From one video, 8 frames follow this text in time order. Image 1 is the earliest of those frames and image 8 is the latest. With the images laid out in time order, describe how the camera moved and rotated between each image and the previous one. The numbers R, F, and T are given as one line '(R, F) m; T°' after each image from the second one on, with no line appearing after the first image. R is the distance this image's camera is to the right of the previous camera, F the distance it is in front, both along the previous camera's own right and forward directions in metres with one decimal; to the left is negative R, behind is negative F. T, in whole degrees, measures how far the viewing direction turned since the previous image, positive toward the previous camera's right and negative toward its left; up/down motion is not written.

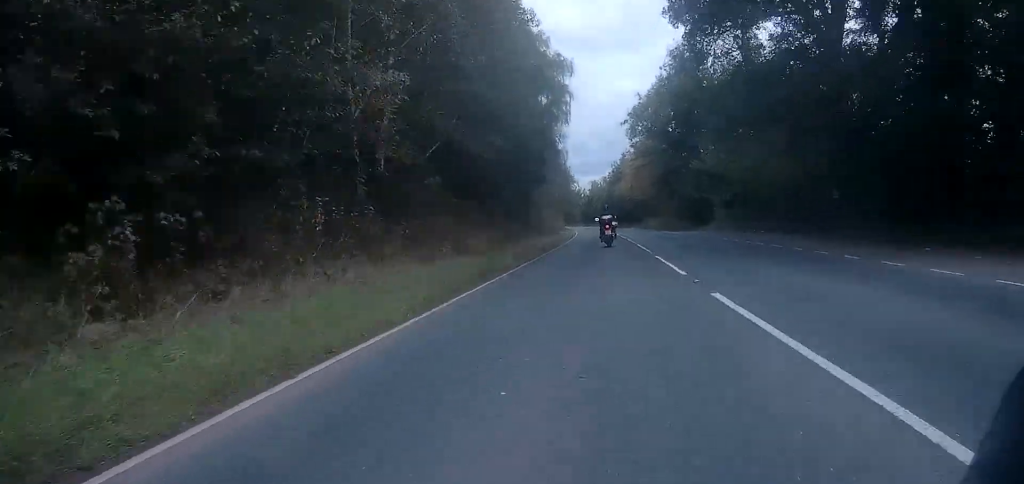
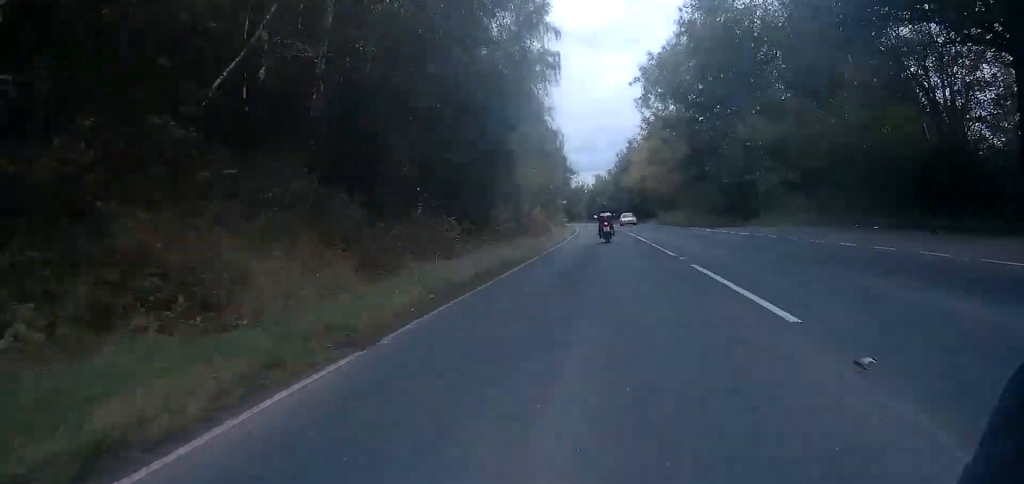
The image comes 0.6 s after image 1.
(-0.1, +14.6) m; -1°
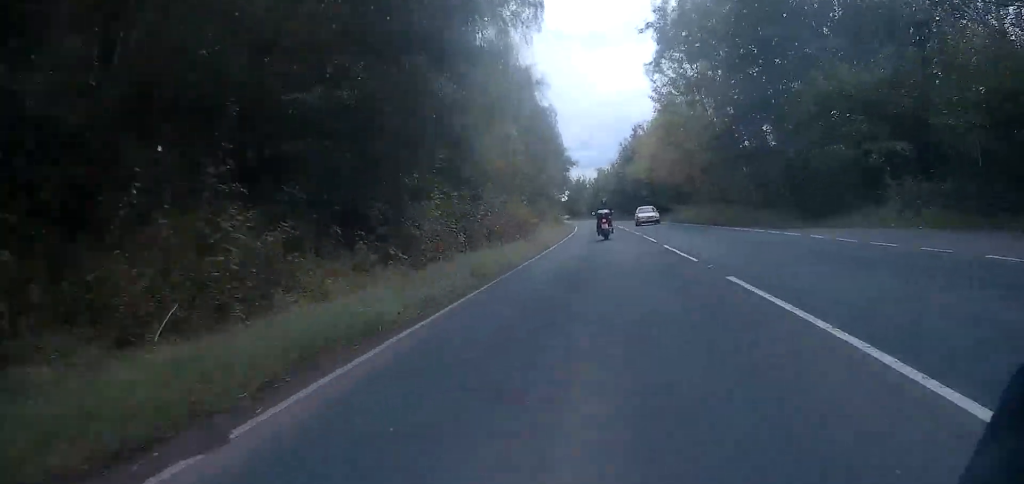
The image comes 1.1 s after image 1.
(-0.1, +11.6) m; -1°
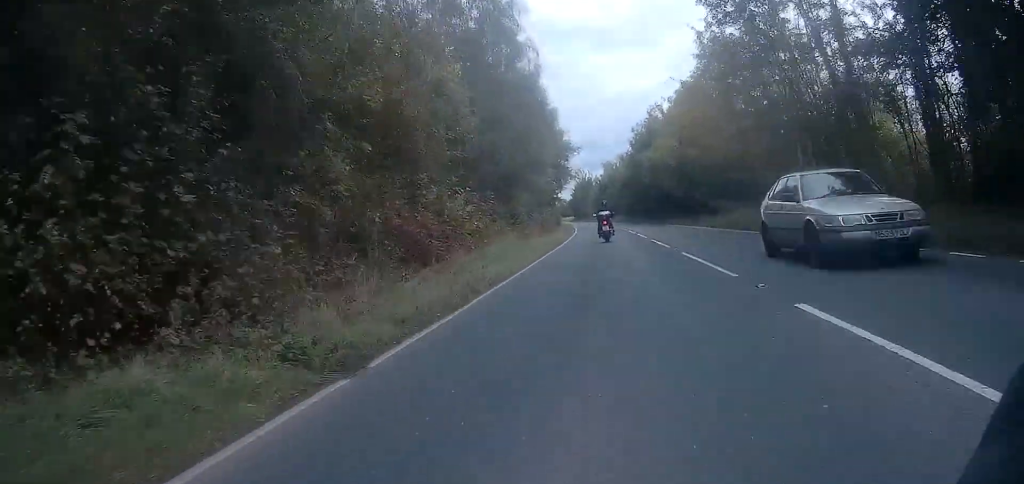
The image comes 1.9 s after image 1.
(-0.2, +20.1) m; -1°
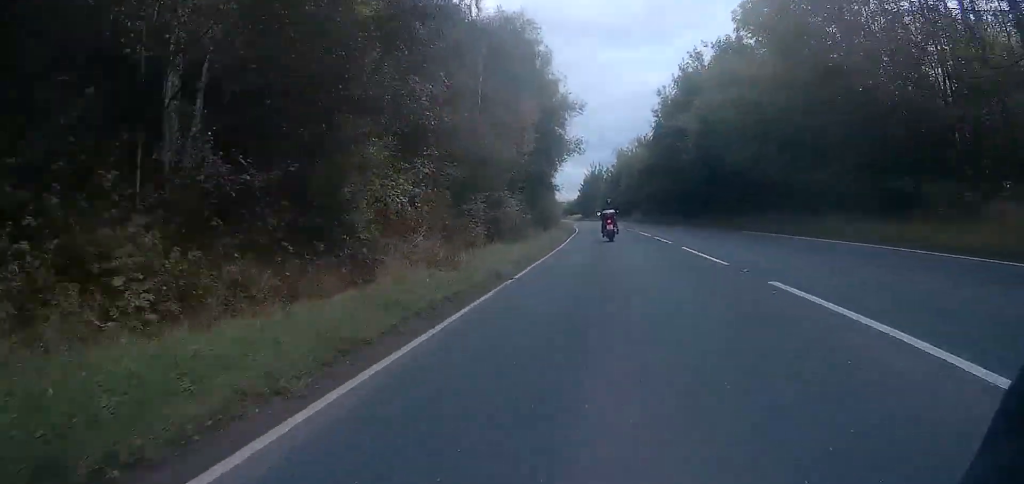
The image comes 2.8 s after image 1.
(-0.4, +24.5) m; -1°
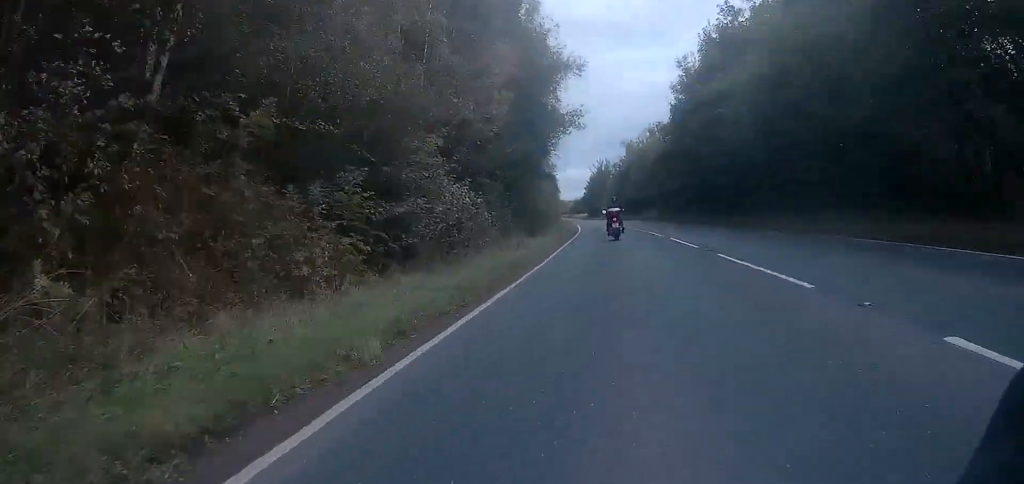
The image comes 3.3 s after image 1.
(-0.1, +12.8) m; 0°
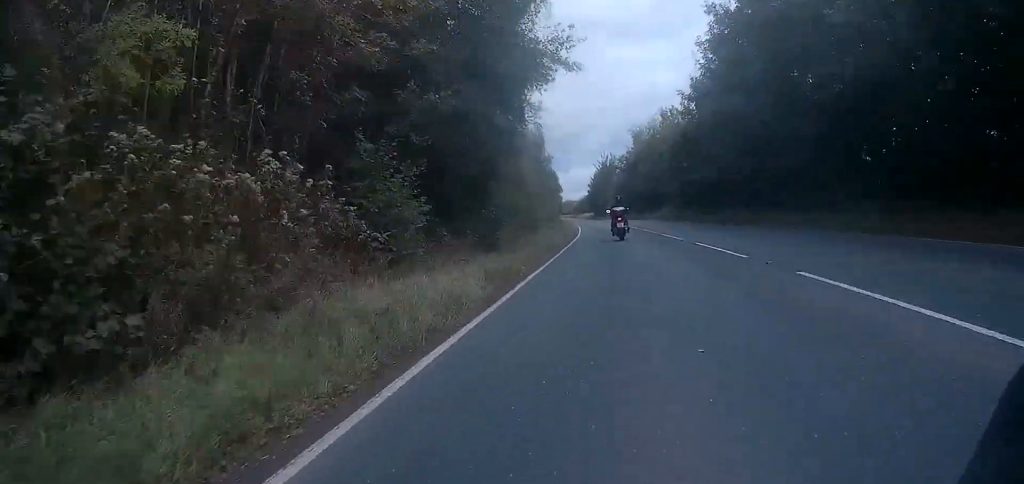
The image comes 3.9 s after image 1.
(0.0, +14.5) m; 0°
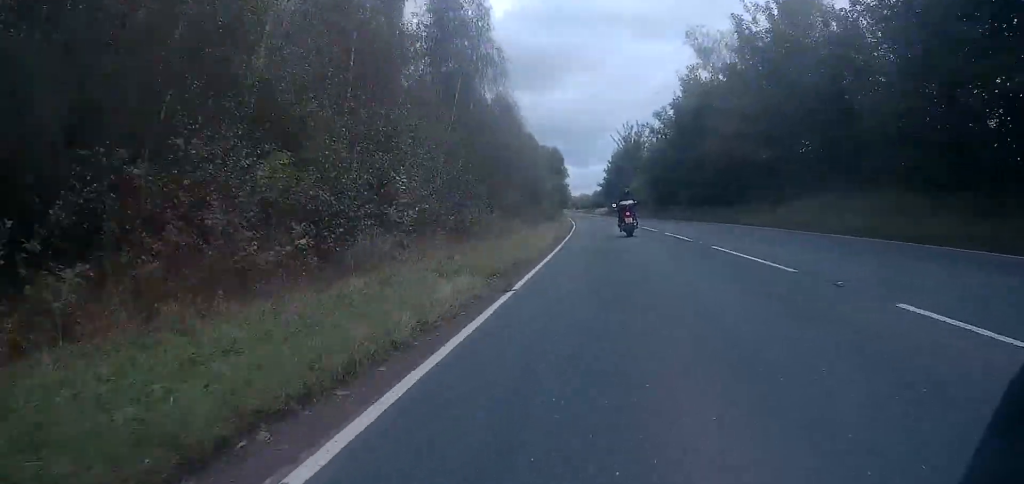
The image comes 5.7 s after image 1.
(-0.3, +47.1) m; -2°
